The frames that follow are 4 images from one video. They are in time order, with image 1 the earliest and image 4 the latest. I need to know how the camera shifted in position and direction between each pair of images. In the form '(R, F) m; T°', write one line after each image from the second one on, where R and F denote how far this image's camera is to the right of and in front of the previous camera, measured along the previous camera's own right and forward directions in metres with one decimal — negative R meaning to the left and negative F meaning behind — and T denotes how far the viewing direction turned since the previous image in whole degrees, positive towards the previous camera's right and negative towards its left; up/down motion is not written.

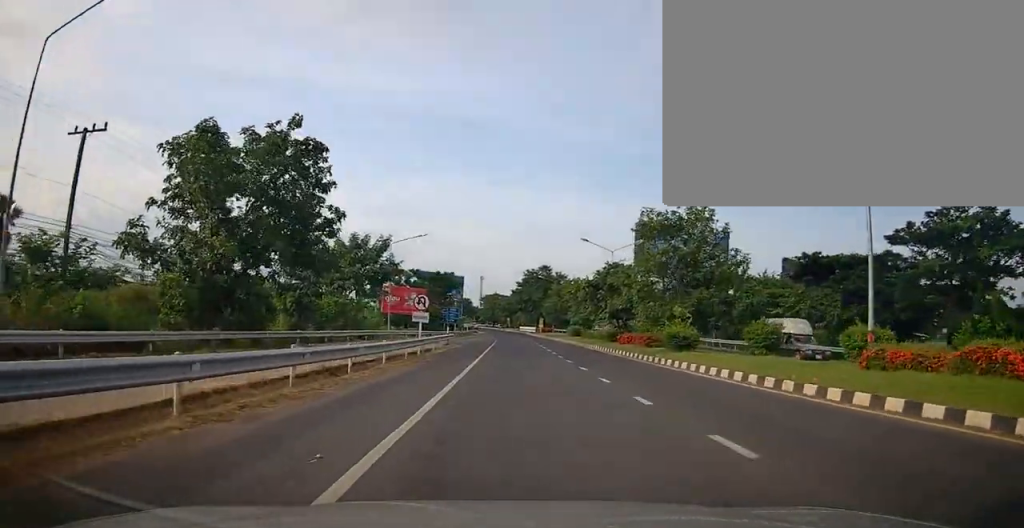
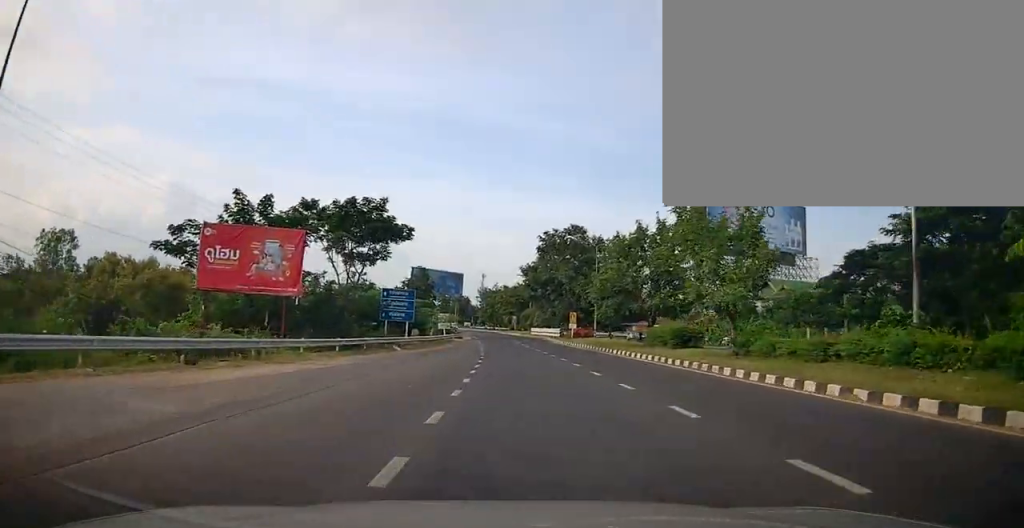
(+0.1, +41.8) m; -2°
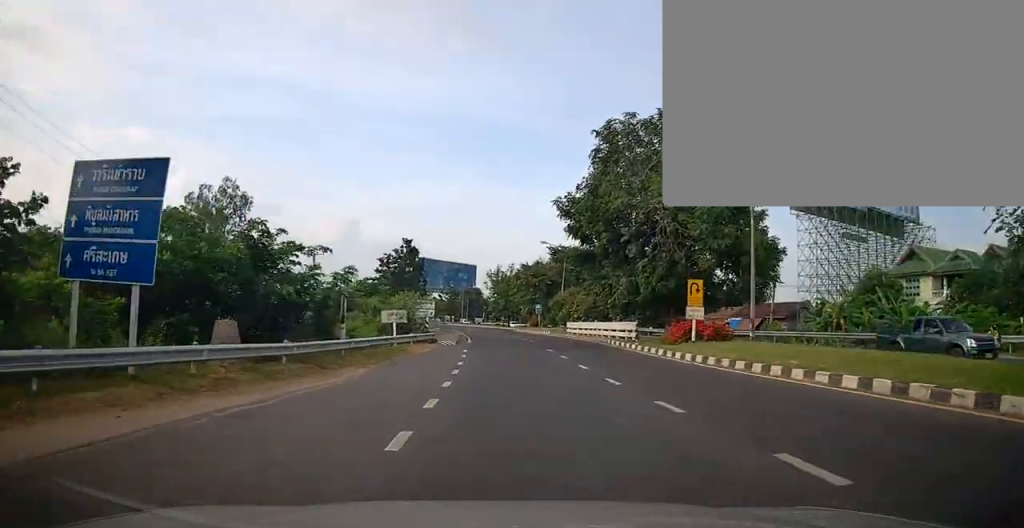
(0.0, +32.2) m; 0°
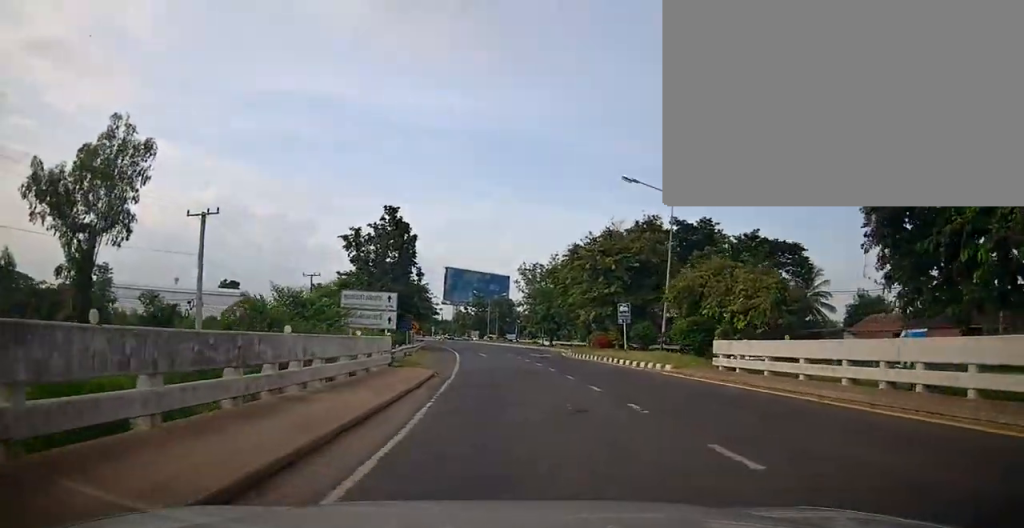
(-1.6, +30.8) m; -7°
